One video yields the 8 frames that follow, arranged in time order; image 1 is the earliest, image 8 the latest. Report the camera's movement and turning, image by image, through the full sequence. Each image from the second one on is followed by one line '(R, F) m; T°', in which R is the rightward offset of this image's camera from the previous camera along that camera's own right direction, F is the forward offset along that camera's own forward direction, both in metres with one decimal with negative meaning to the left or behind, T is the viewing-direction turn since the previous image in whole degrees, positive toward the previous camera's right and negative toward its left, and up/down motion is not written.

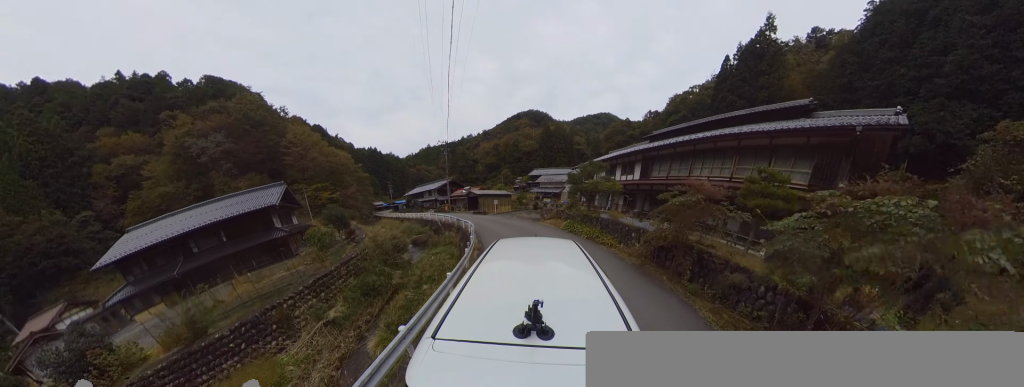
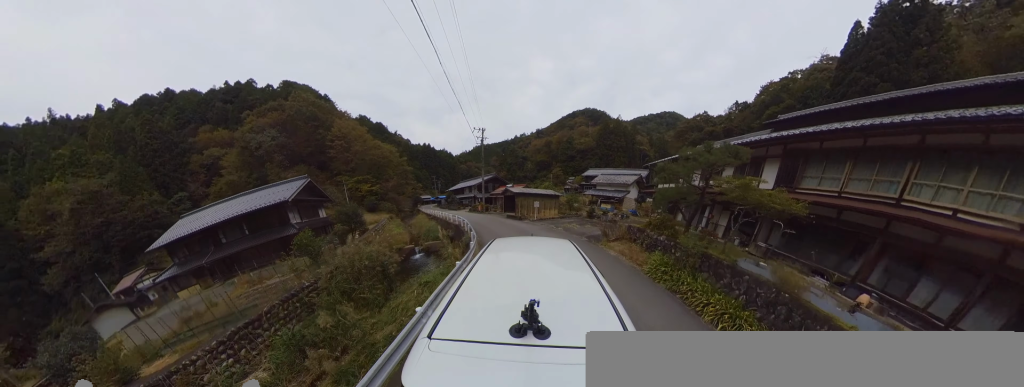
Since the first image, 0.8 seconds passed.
(-2.0, +5.1) m; -23°
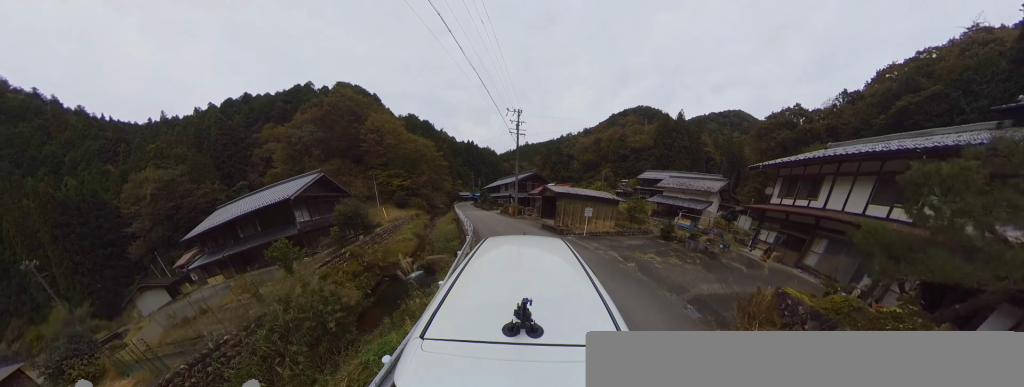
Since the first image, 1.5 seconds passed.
(-1.2, +5.9) m; -13°
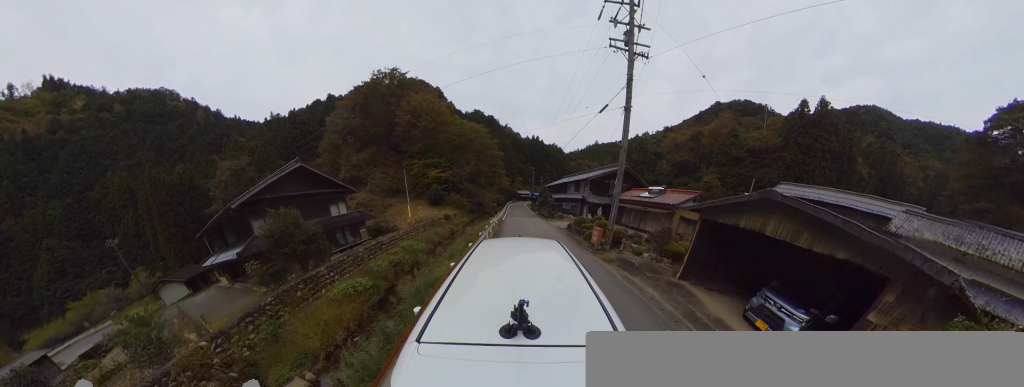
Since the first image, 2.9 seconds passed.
(-0.8, +12.7) m; -3°
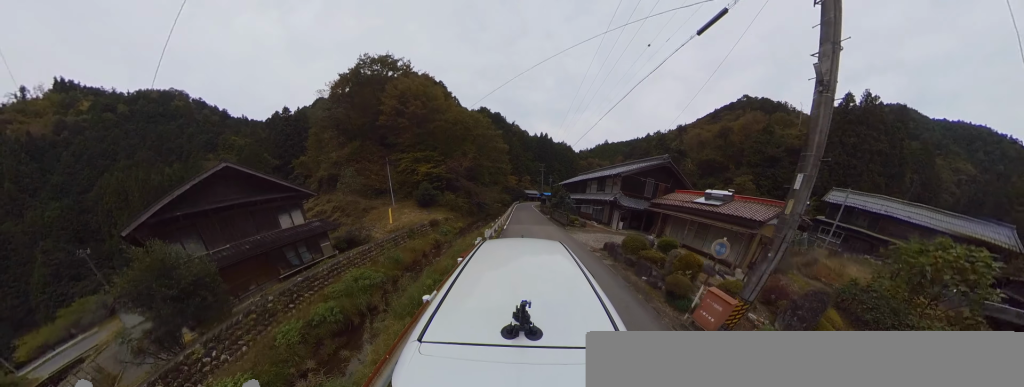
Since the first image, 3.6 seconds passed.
(+0.1, +6.9) m; -1°
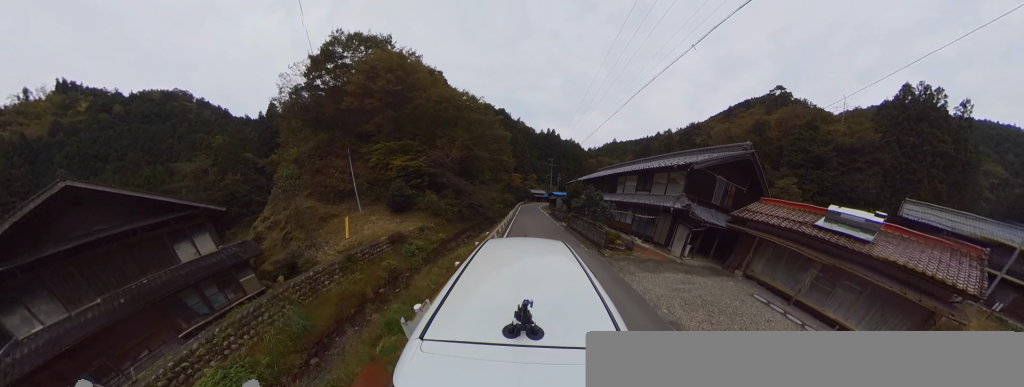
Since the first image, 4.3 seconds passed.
(+0.6, +7.5) m; -3°
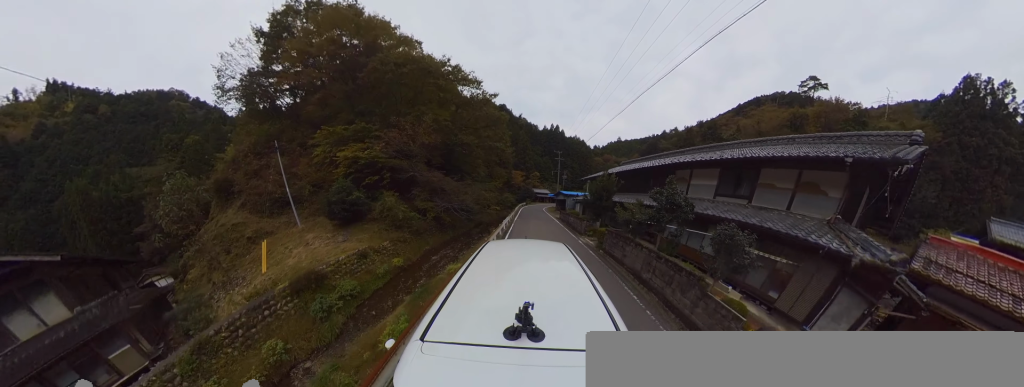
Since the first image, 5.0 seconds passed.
(-1.2, +7.5) m; -4°
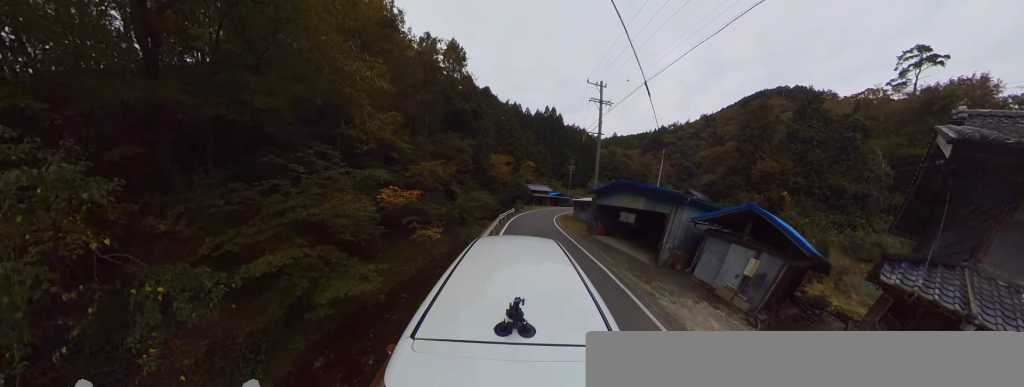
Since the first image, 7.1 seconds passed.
(+0.6, +21.5) m; +7°
